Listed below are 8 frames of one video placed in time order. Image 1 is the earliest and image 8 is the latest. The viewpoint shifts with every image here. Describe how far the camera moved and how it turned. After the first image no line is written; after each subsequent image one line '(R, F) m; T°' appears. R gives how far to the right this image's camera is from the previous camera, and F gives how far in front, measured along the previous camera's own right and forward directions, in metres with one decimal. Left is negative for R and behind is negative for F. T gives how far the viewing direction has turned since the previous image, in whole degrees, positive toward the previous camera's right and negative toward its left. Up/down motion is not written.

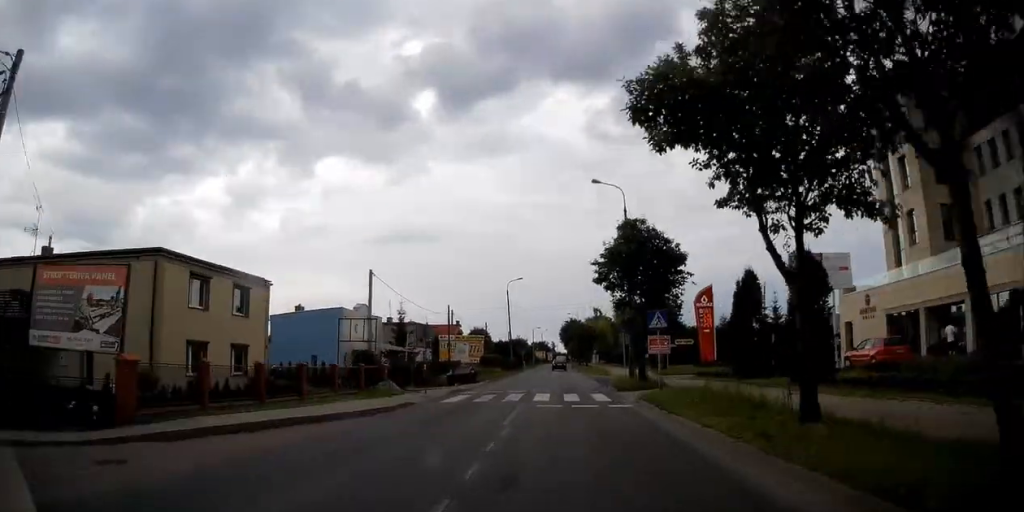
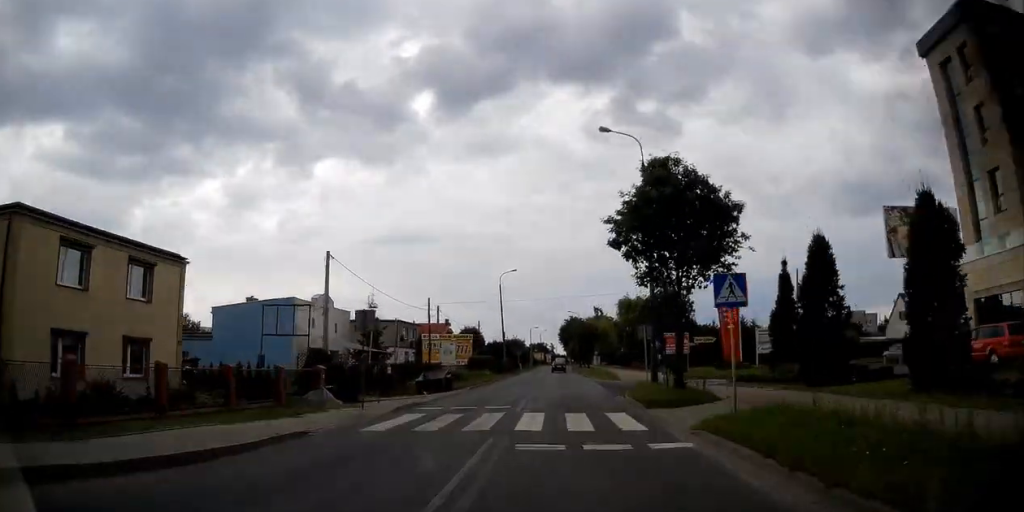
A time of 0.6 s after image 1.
(0.0, +8.2) m; 0°
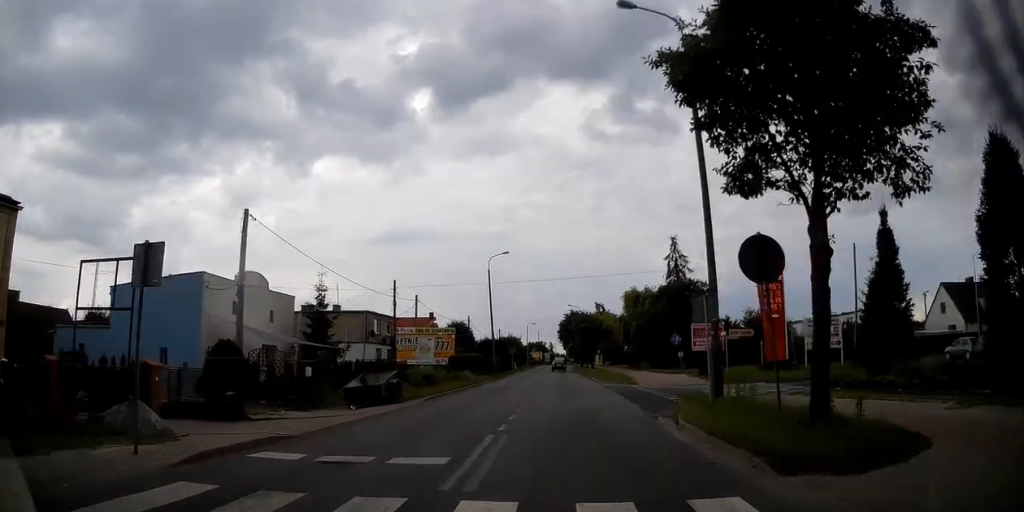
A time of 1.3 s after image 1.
(0.0, +10.1) m; 0°
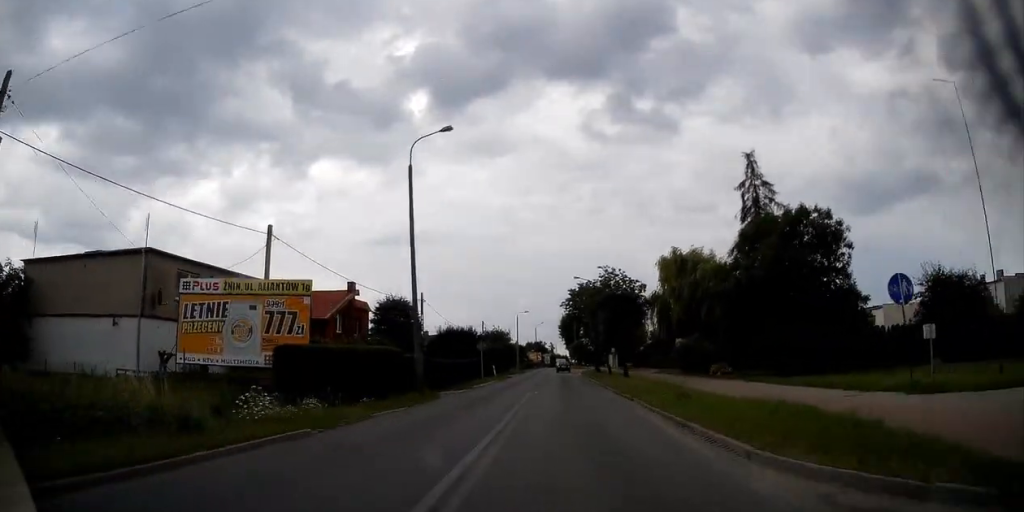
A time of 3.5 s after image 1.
(+0.2, +30.5) m; +1°
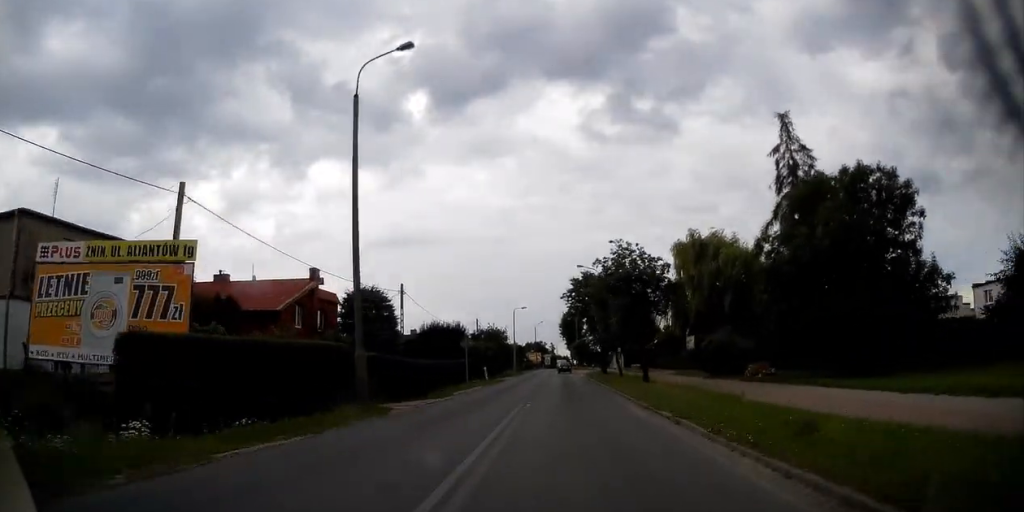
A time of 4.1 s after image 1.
(+0.1, +7.5) m; 0°
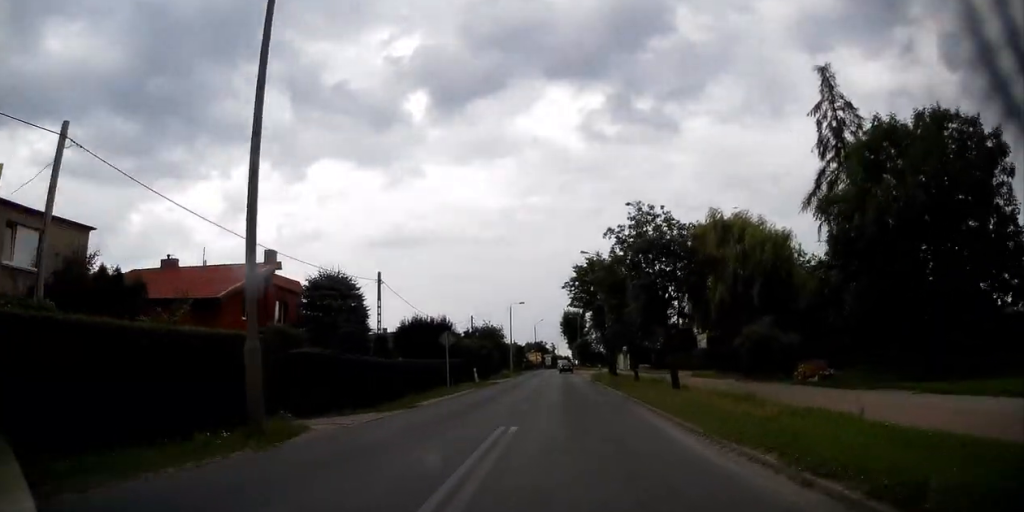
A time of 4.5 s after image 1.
(-0.1, +6.6) m; -1°
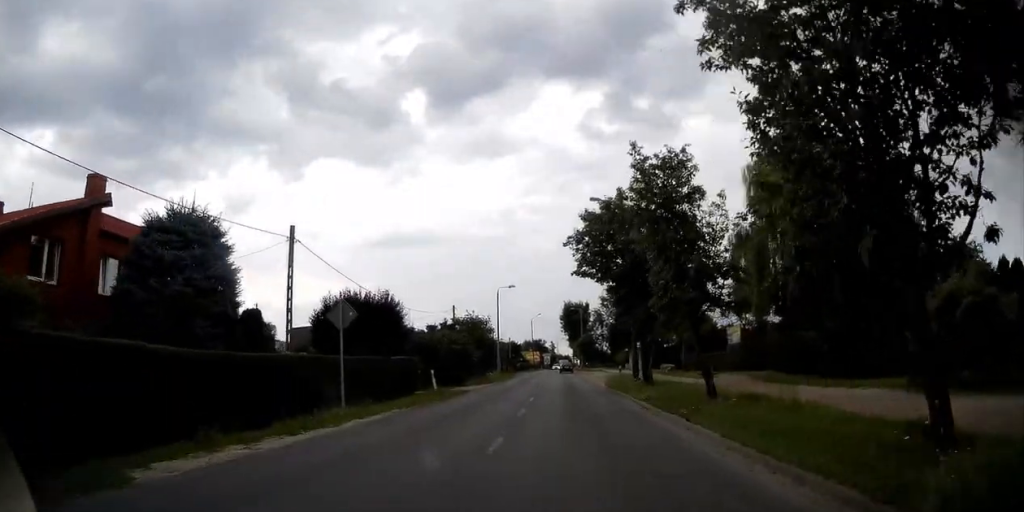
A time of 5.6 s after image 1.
(-0.2, +14.6) m; -1°
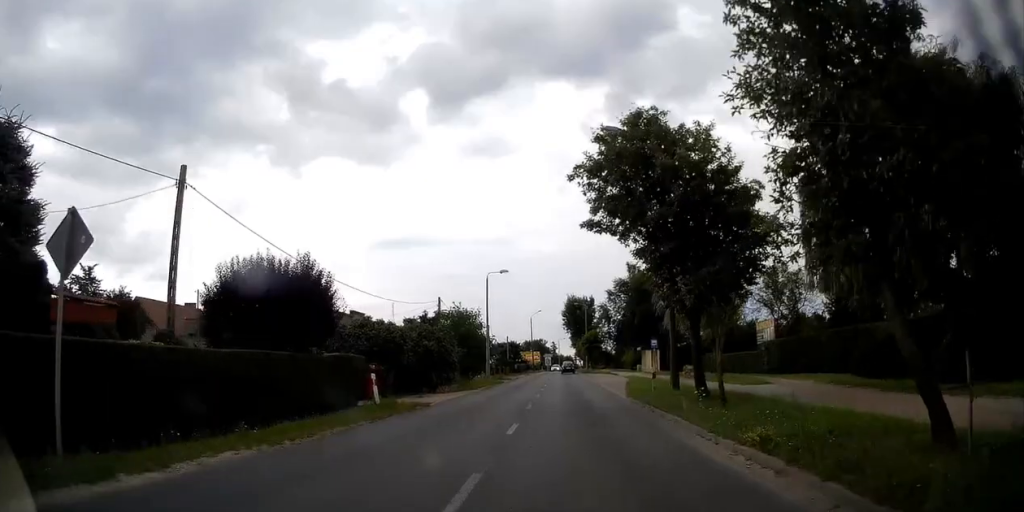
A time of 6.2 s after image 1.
(0.0, +9.5) m; 0°
